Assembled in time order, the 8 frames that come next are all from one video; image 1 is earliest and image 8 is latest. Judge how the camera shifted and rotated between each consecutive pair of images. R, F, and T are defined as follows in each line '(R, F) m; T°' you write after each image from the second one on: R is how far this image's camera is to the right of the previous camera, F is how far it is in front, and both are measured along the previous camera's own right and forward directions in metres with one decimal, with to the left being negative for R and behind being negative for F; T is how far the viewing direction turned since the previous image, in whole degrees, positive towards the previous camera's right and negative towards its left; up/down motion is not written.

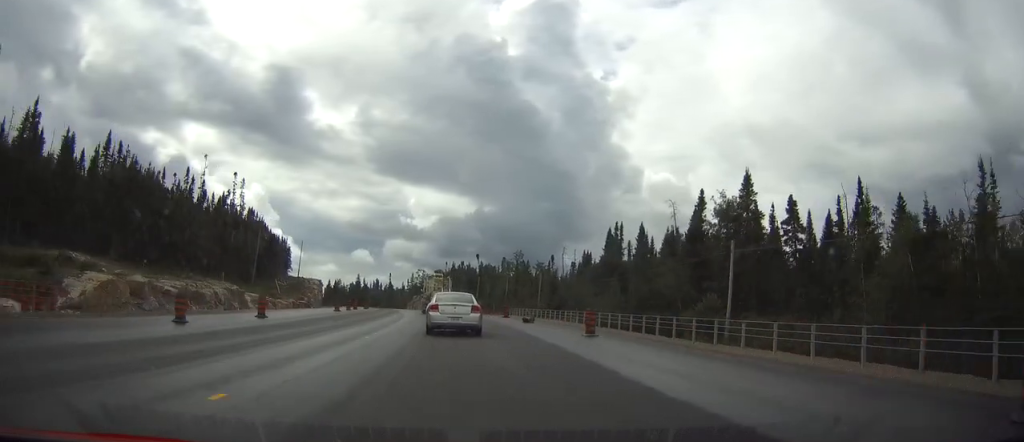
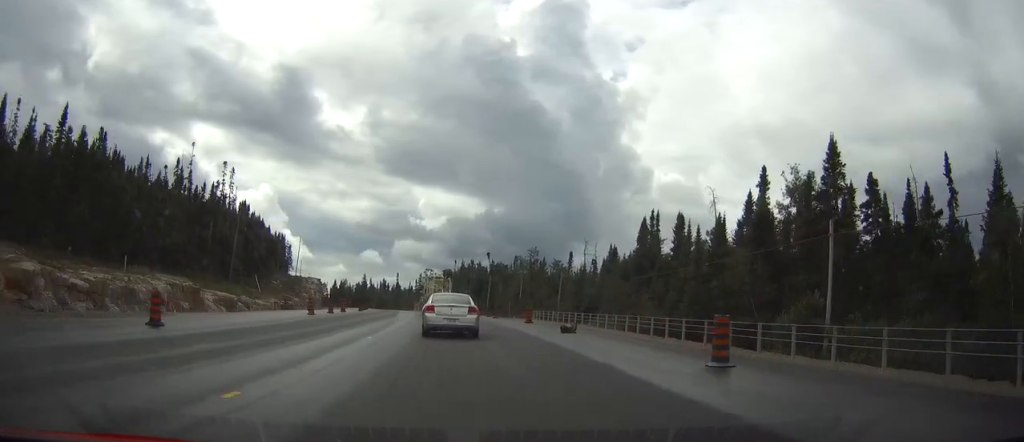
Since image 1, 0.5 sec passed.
(-0.1, +12.6) m; -1°
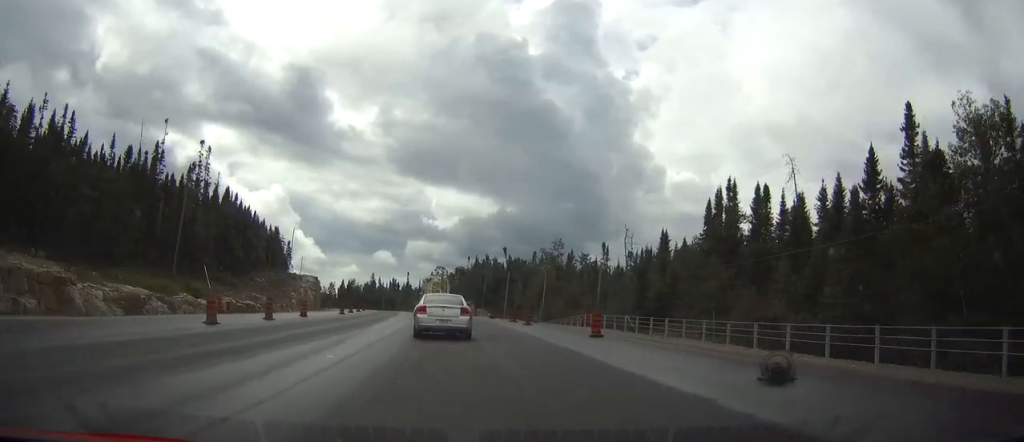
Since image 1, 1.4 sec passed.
(-0.2, +19.5) m; -1°
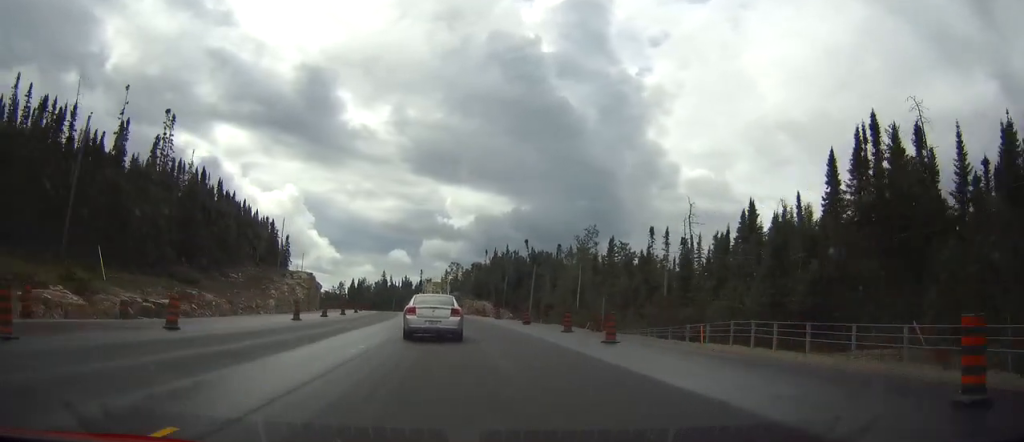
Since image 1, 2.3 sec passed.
(-0.1, +20.8) m; -1°
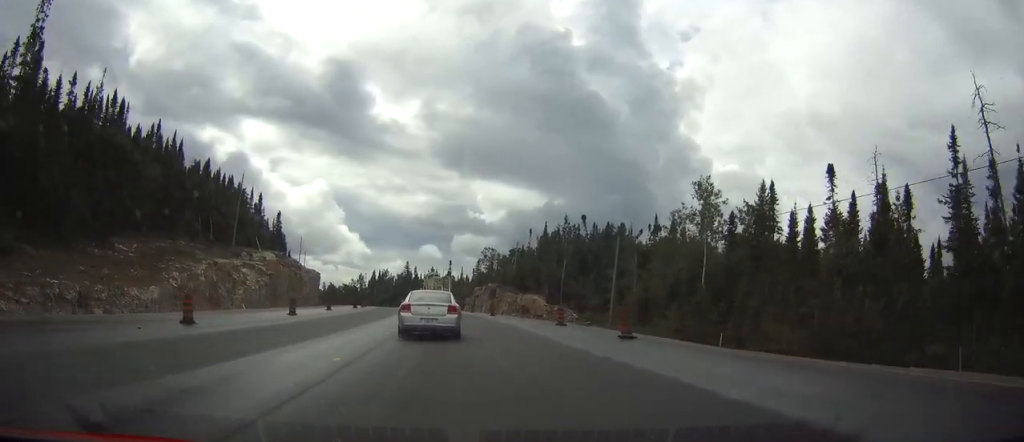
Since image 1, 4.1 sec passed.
(-1.1, +41.6) m; -3°
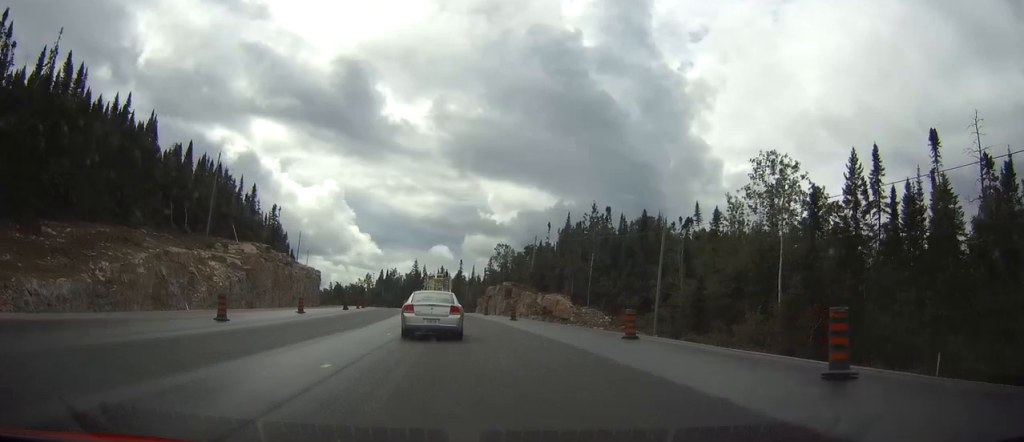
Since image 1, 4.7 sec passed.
(-0.1, +13.5) m; -1°
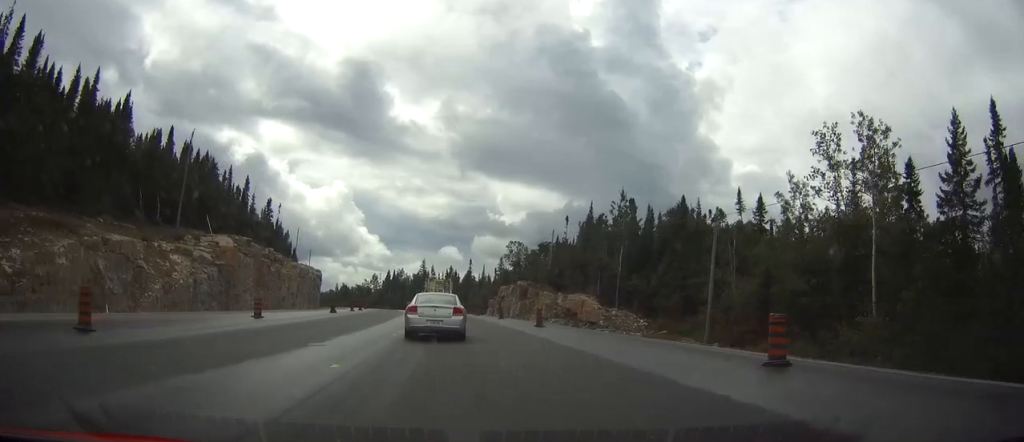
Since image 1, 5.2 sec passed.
(0.0, +11.2) m; -1°
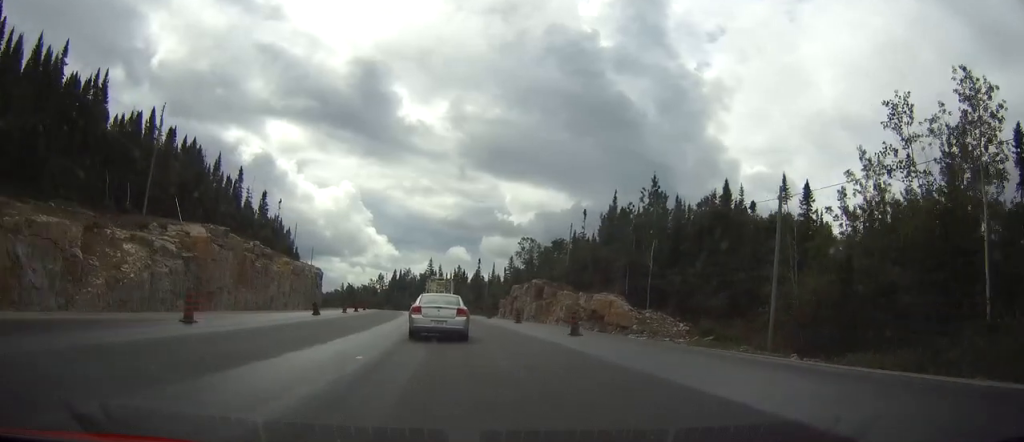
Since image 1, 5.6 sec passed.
(-0.1, +9.8) m; -1°
